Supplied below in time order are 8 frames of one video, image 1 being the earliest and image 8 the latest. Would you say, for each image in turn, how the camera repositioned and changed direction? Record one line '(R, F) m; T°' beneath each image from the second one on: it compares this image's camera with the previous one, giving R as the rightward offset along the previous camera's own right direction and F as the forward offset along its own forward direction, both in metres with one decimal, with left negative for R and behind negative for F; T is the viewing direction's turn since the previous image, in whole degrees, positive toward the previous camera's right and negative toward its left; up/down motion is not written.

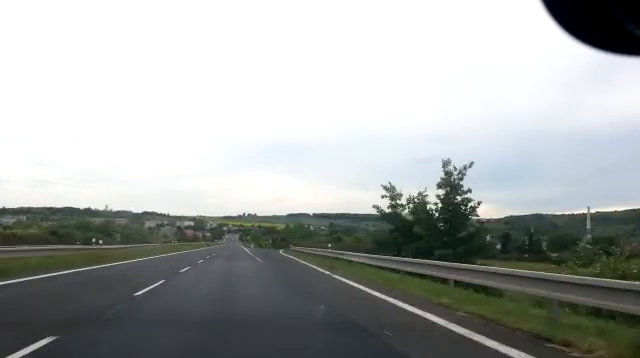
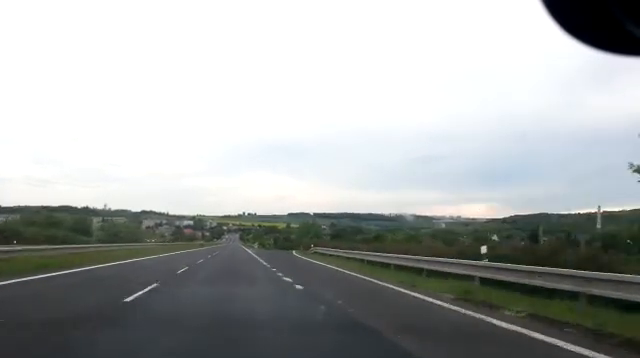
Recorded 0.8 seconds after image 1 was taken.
(-0.2, +19.1) m; -1°
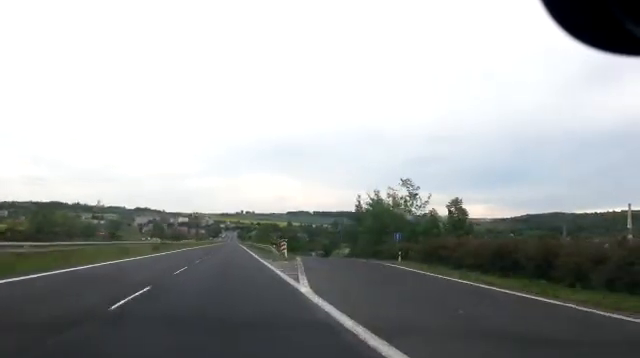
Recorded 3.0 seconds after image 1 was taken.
(+0.5, +54.7) m; +1°
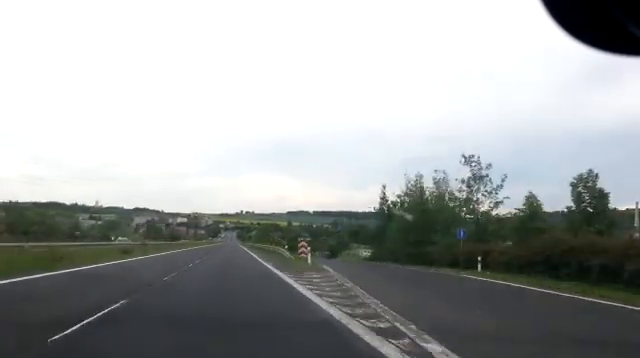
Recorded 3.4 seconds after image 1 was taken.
(0.0, +11.6) m; 0°
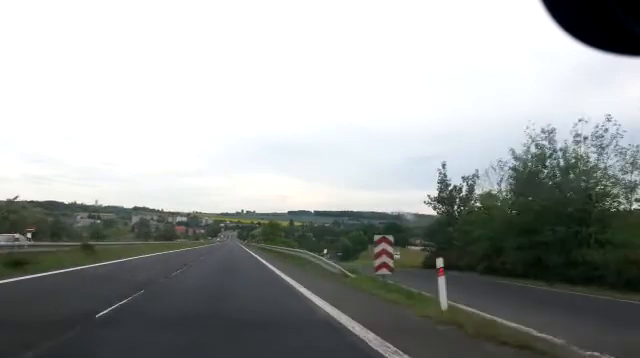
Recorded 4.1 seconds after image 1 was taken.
(0.0, +15.8) m; -1°
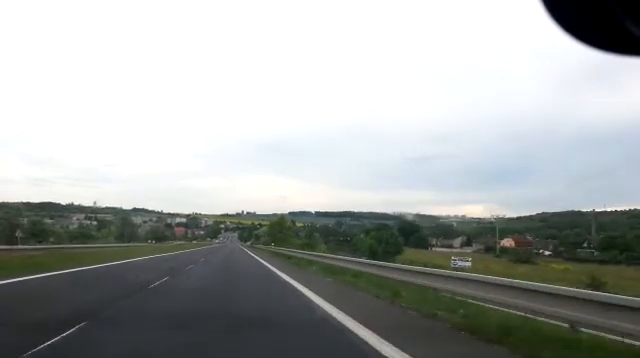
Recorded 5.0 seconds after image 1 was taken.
(-0.3, +22.6) m; 0°
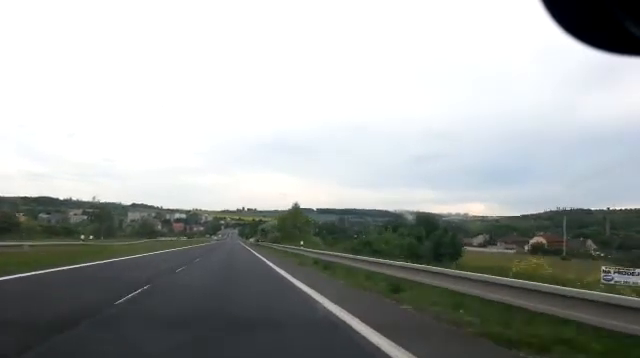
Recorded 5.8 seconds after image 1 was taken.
(+0.3, +21.6) m; +1°
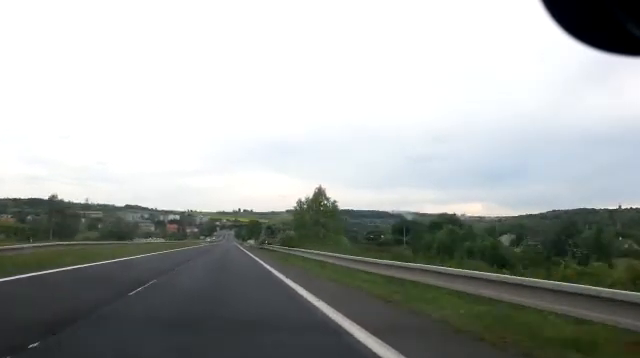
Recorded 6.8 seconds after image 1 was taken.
(+0.1, +24.9) m; 0°
